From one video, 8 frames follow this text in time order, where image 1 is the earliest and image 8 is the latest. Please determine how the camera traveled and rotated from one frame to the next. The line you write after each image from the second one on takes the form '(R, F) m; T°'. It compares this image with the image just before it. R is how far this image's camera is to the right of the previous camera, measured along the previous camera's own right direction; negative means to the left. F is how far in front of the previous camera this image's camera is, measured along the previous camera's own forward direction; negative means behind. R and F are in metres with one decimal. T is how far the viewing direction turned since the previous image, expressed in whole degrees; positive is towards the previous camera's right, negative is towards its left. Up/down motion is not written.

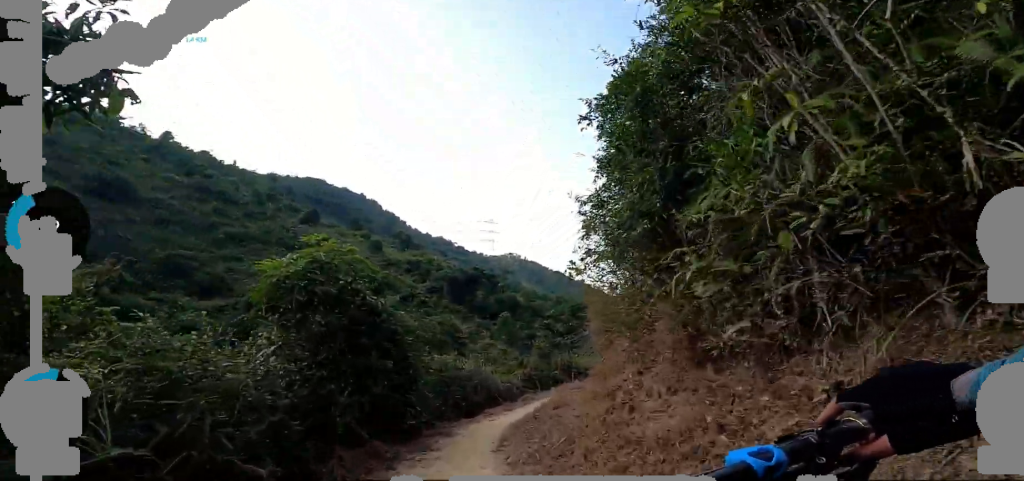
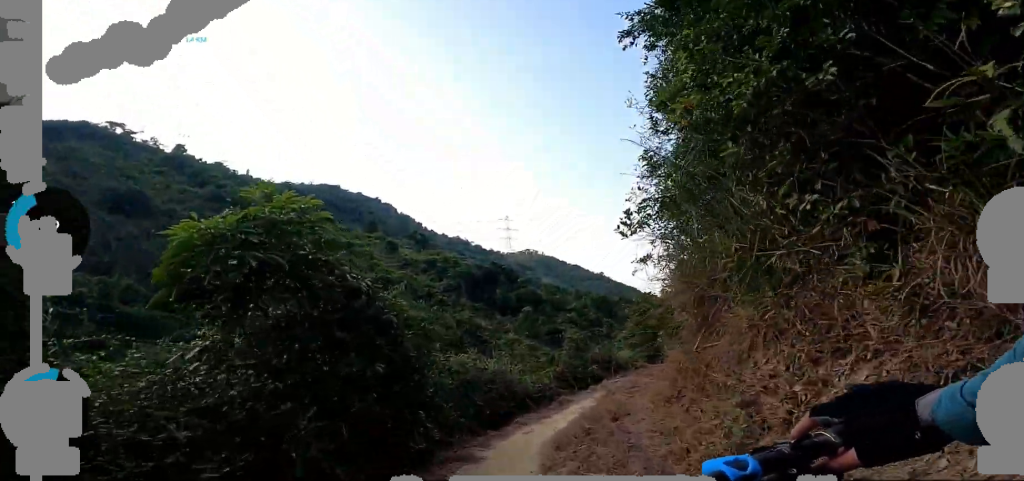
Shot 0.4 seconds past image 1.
(-0.5, +2.7) m; 0°
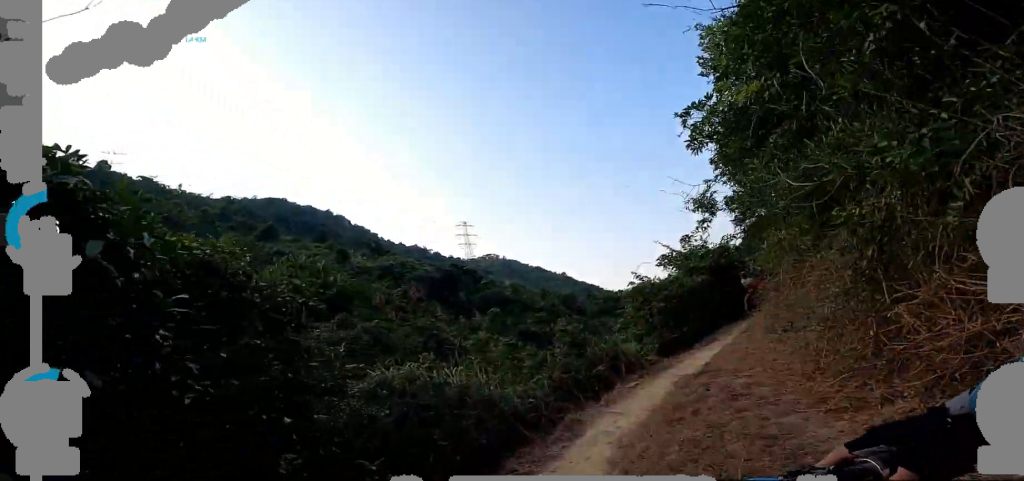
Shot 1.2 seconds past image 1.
(+0.7, +4.4) m; +20°
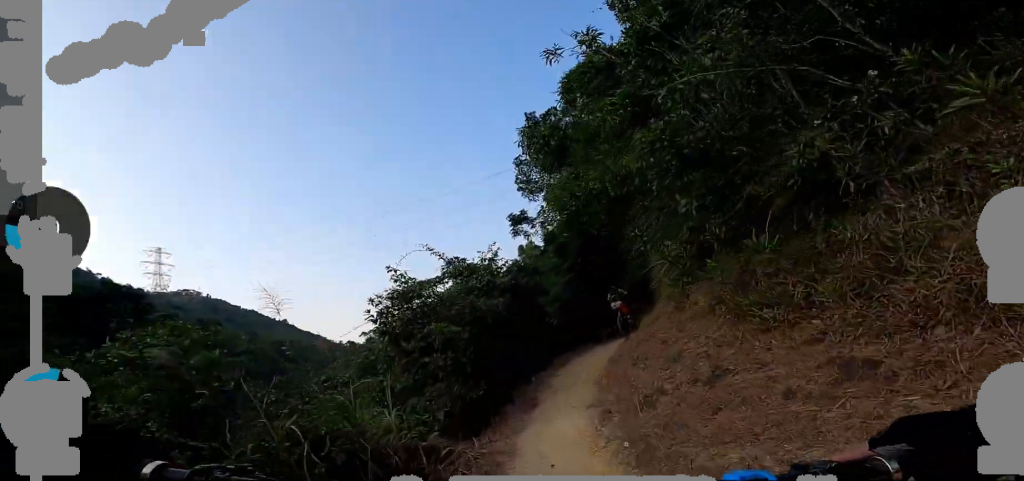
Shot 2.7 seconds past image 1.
(+2.4, +5.7) m; +28°
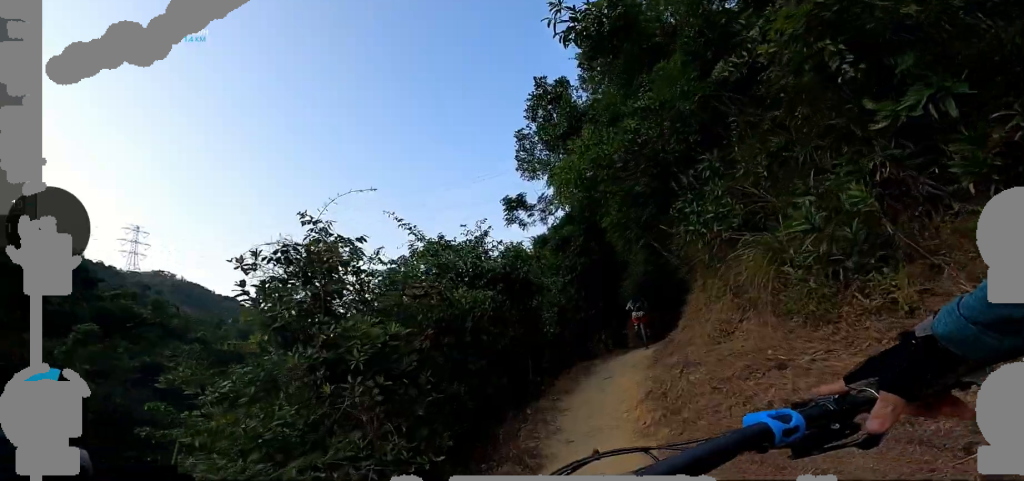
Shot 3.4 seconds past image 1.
(-0.6, +2.9) m; +6°
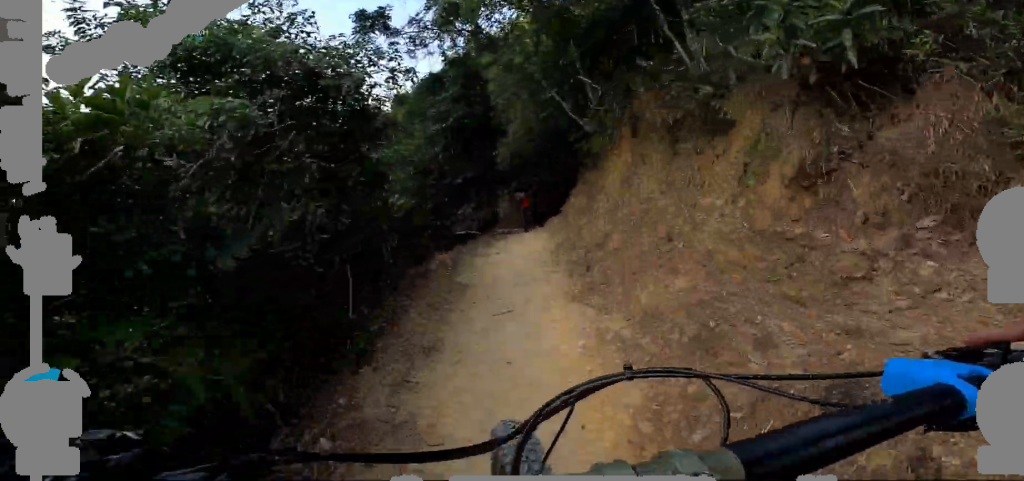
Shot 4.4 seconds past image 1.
(+0.9, +3.2) m; +20°
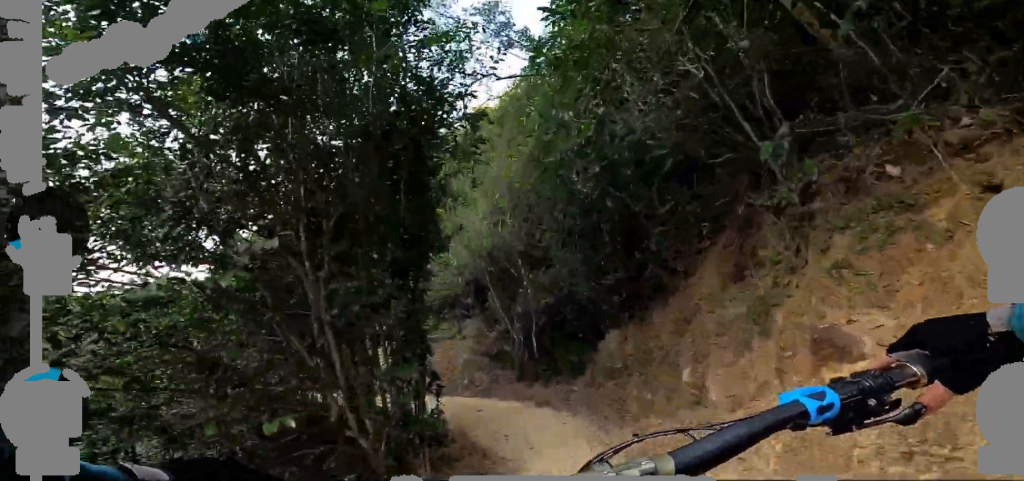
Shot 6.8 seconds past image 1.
(+1.1, +7.1) m; +29°
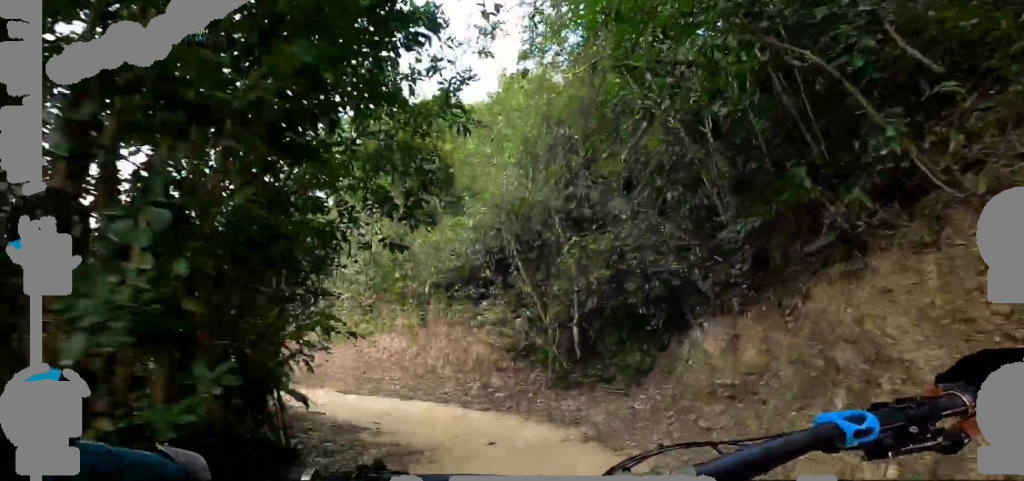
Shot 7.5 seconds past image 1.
(+0.6, +1.9) m; +6°
